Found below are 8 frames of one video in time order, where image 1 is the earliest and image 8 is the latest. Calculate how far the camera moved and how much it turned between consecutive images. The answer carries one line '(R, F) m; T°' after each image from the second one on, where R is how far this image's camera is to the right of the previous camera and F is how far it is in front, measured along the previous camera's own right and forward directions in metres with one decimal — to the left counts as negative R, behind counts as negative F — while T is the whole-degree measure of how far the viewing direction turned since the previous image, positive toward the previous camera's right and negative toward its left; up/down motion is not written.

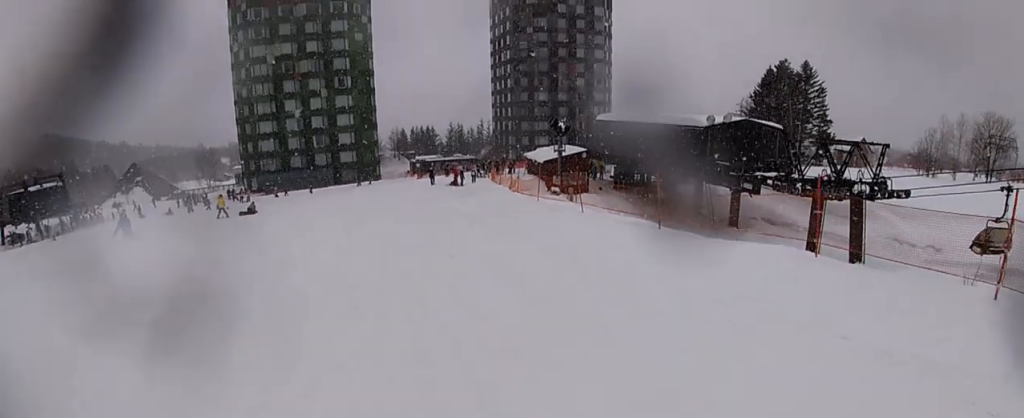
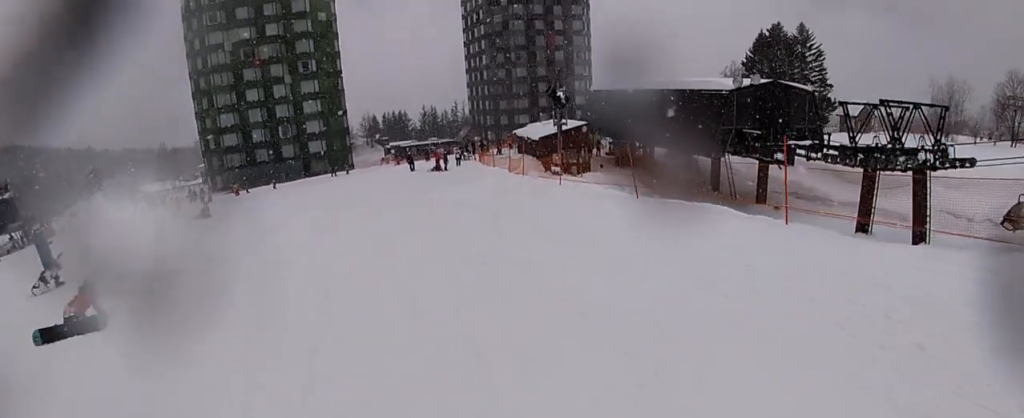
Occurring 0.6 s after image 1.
(+0.2, +4.9) m; 0°
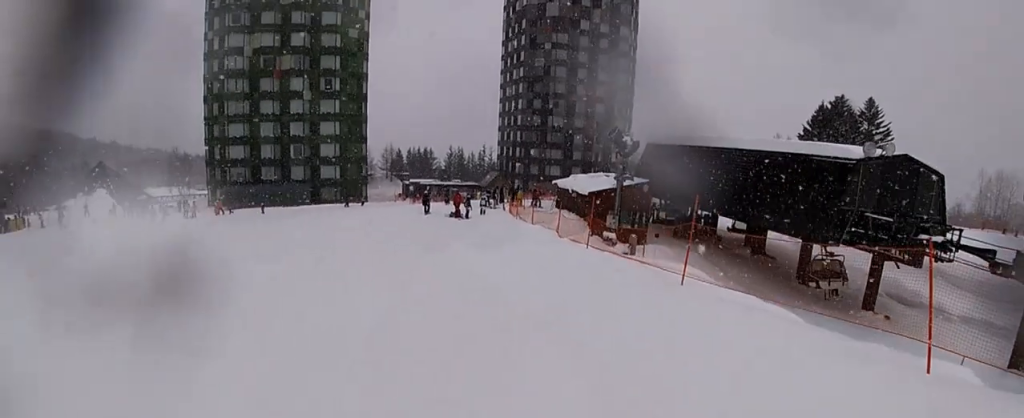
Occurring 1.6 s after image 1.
(-0.4, +8.3) m; +2°
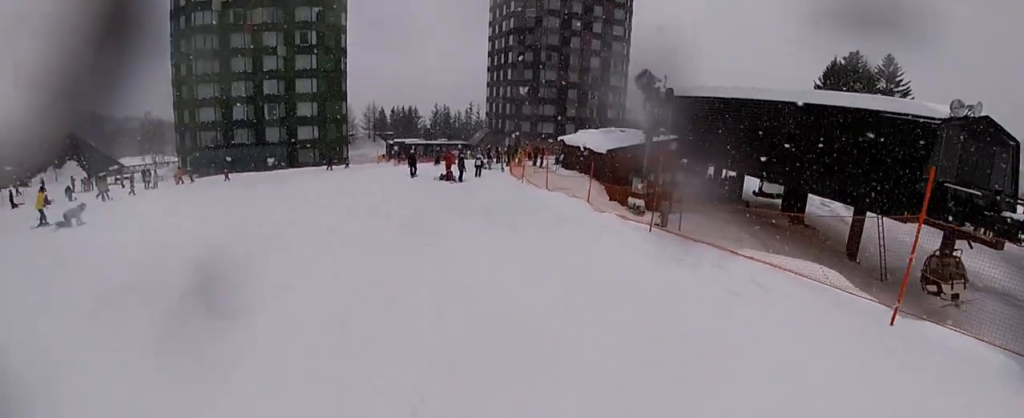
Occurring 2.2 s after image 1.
(+0.5, +4.7) m; +4°
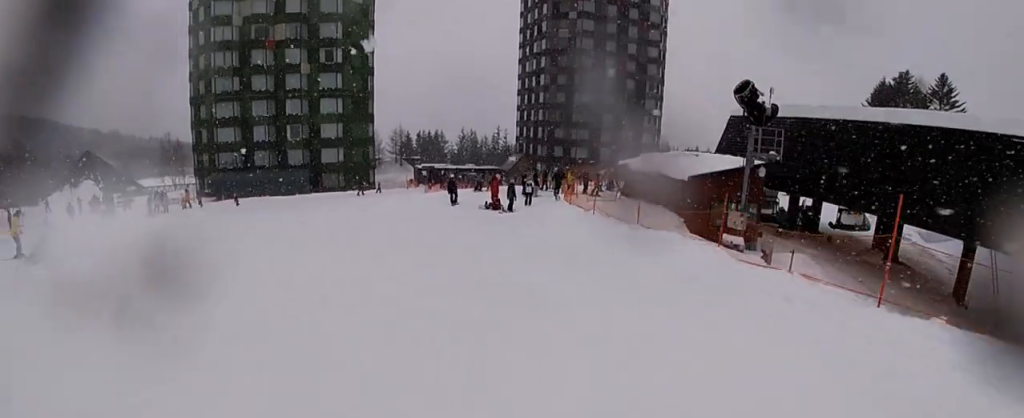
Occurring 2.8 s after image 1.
(+0.1, +4.6) m; -1°
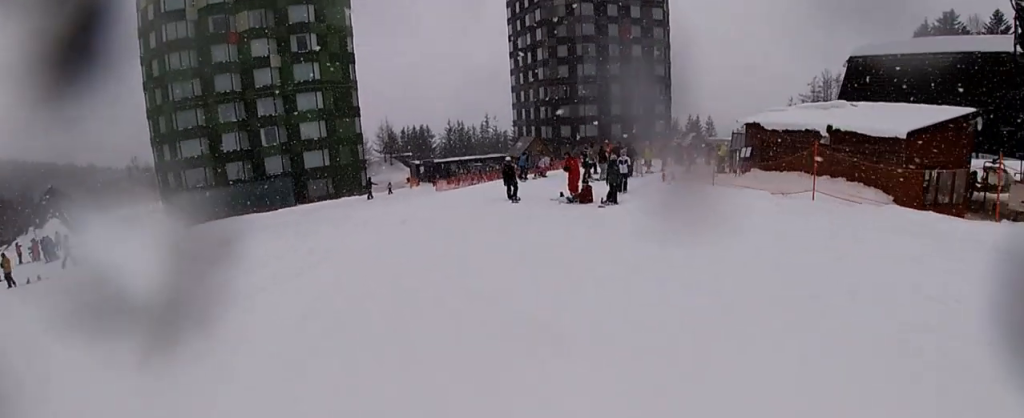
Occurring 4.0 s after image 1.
(-0.7, +10.1) m; -5°
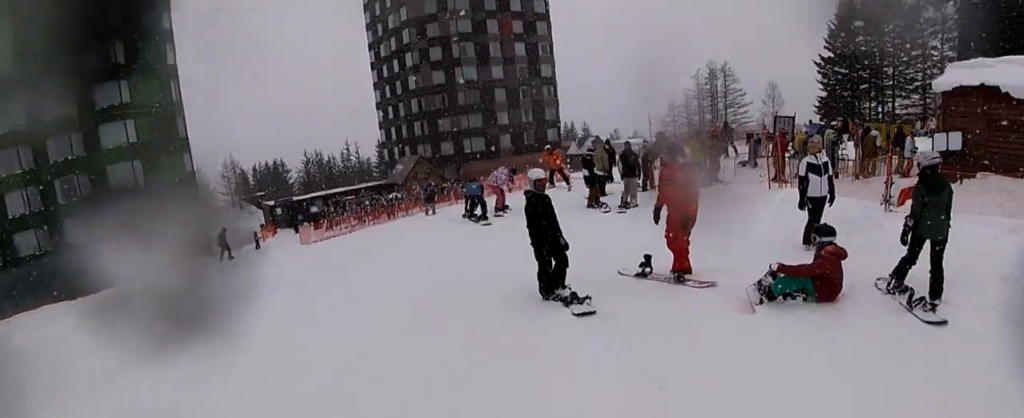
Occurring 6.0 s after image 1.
(+0.8, +13.5) m; +7°
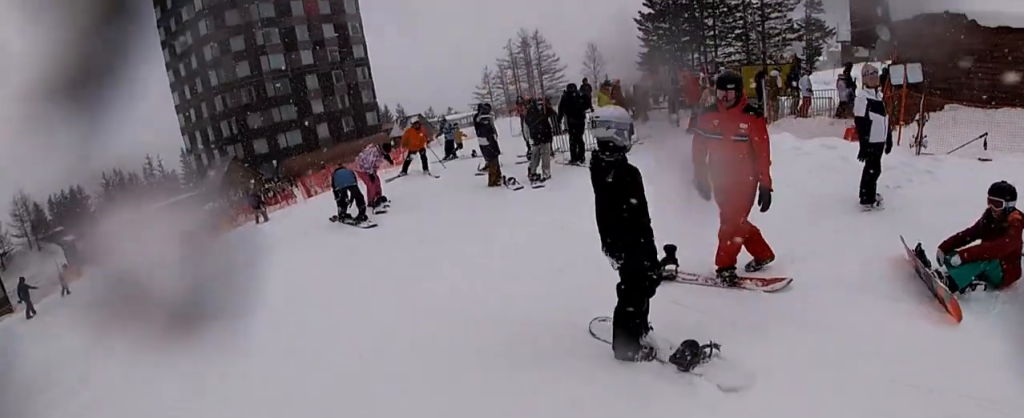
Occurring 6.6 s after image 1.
(0.0, +3.6) m; +2°
